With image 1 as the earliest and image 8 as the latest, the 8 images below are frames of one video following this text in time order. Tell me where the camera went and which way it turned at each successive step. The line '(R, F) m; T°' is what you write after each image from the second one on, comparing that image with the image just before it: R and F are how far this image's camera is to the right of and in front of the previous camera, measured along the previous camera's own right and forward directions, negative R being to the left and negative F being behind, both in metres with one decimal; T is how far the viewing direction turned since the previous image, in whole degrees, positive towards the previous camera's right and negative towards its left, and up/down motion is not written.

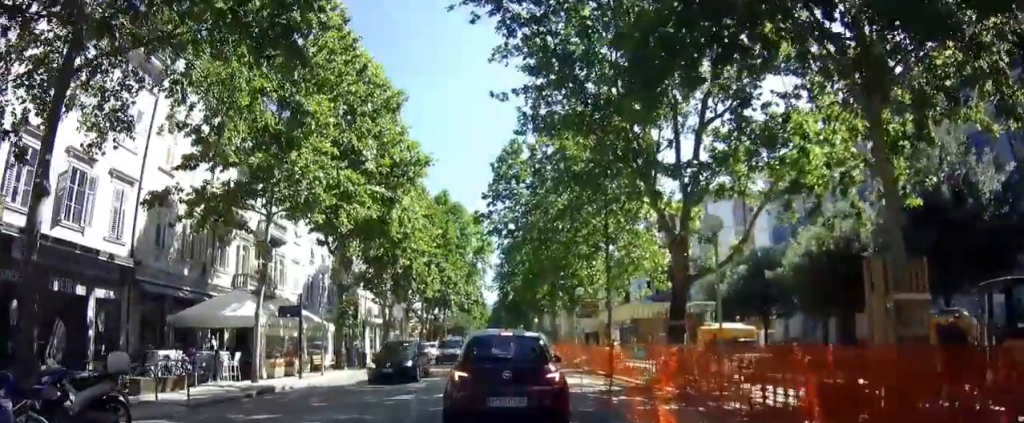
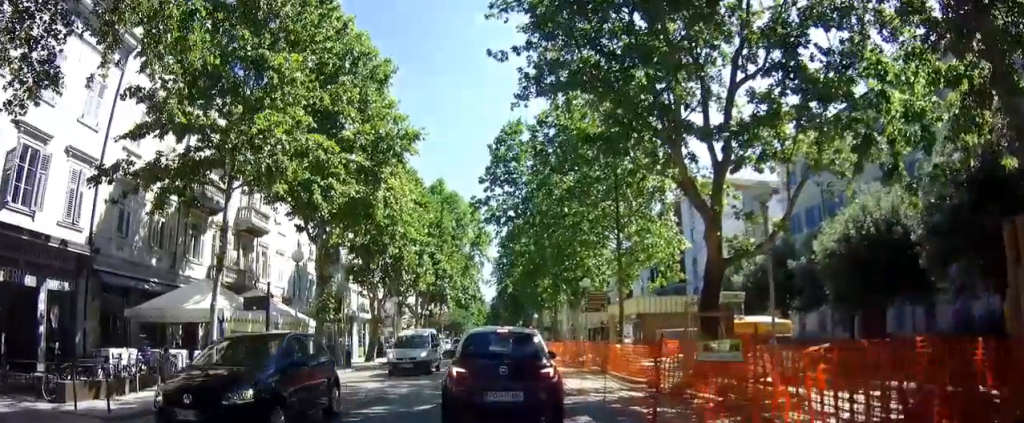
(+0.3, +3.4) m; +4°
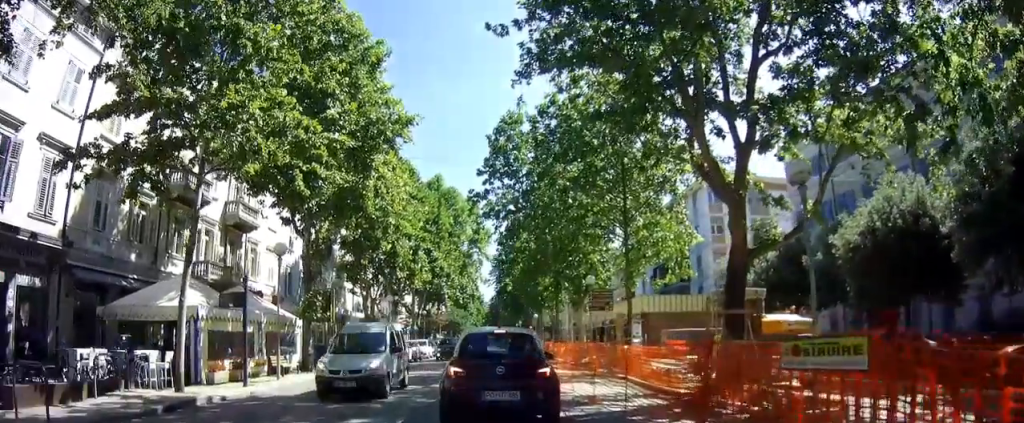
(-0.1, +2.0) m; -5°
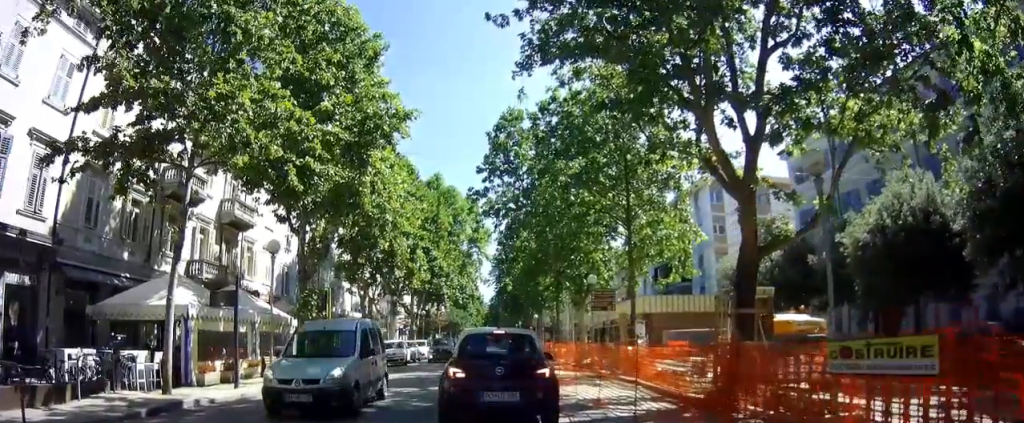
(0.0, +0.7) m; 0°
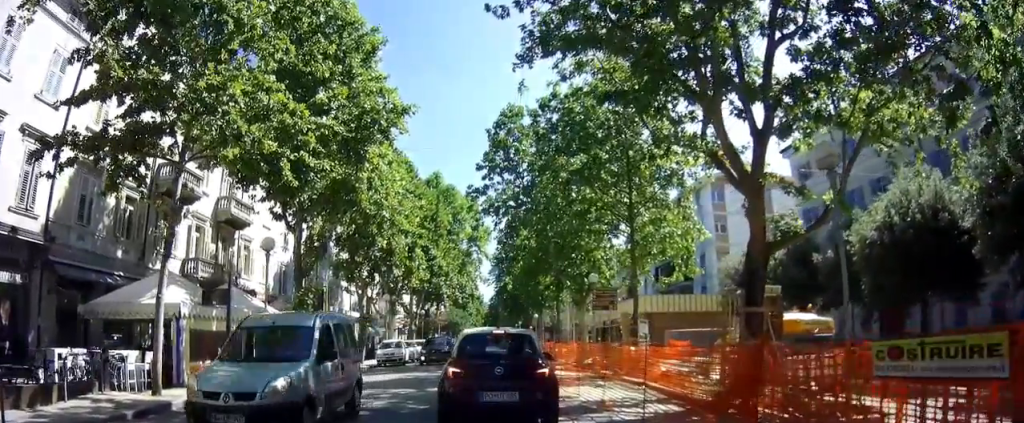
(0.0, +0.6) m; 0°
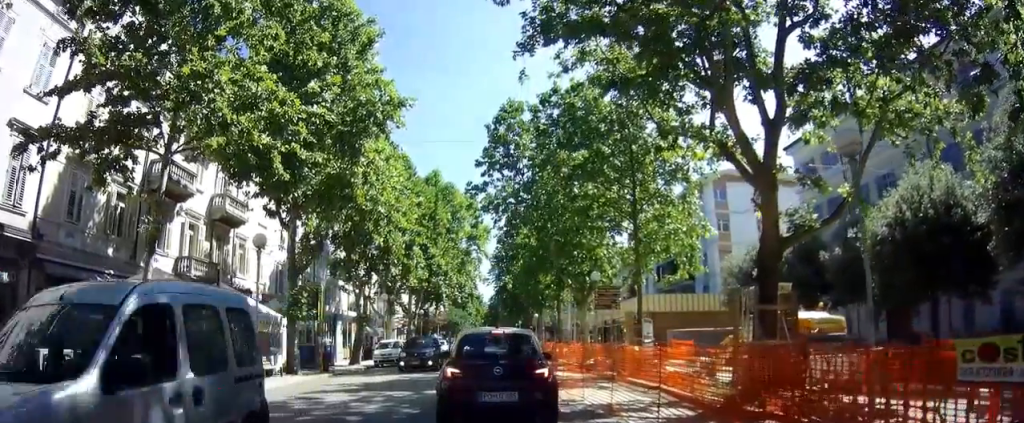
(+0.2, +0.7) m; 0°
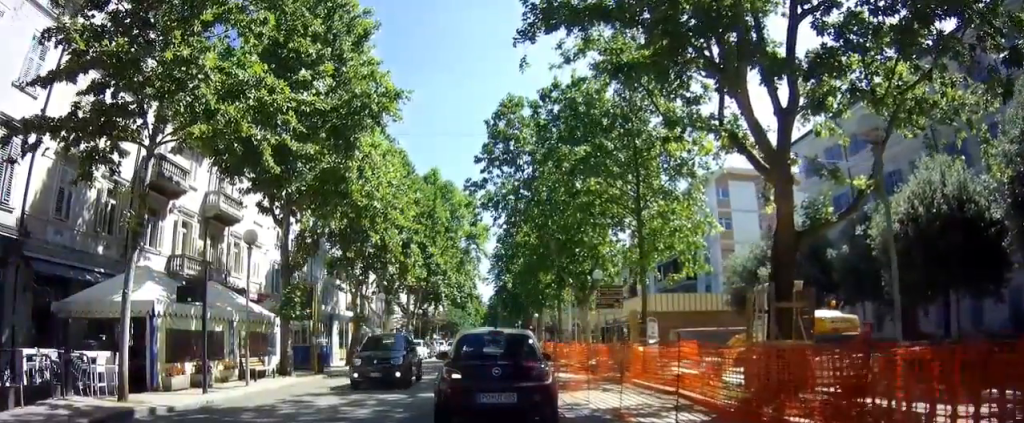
(-0.1, +0.8) m; 0°
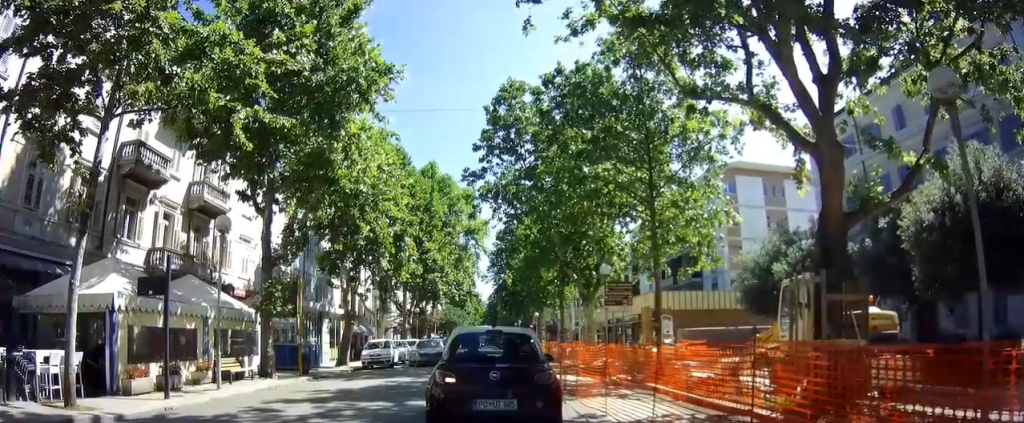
(+0.1, +1.9) m; 0°
